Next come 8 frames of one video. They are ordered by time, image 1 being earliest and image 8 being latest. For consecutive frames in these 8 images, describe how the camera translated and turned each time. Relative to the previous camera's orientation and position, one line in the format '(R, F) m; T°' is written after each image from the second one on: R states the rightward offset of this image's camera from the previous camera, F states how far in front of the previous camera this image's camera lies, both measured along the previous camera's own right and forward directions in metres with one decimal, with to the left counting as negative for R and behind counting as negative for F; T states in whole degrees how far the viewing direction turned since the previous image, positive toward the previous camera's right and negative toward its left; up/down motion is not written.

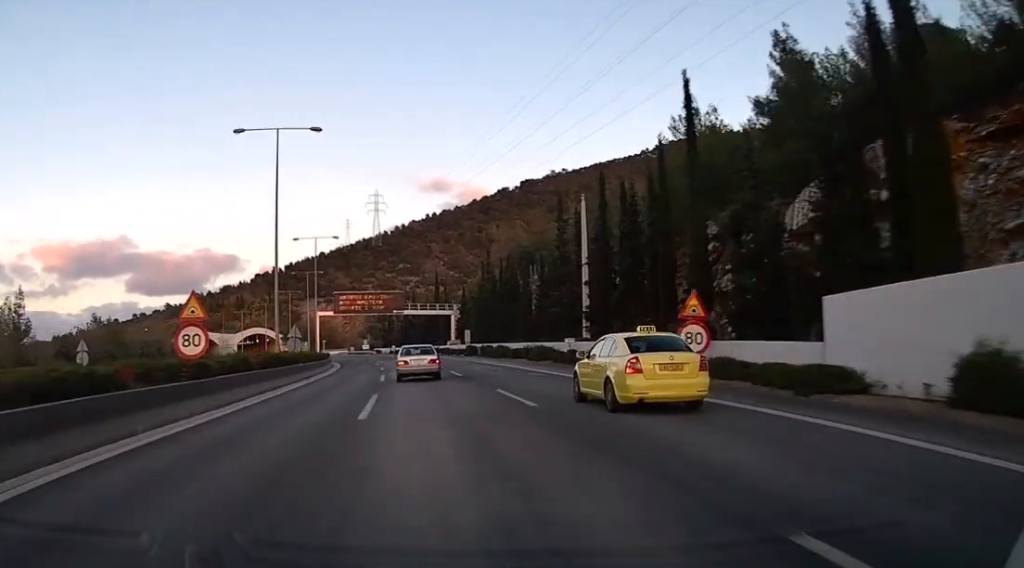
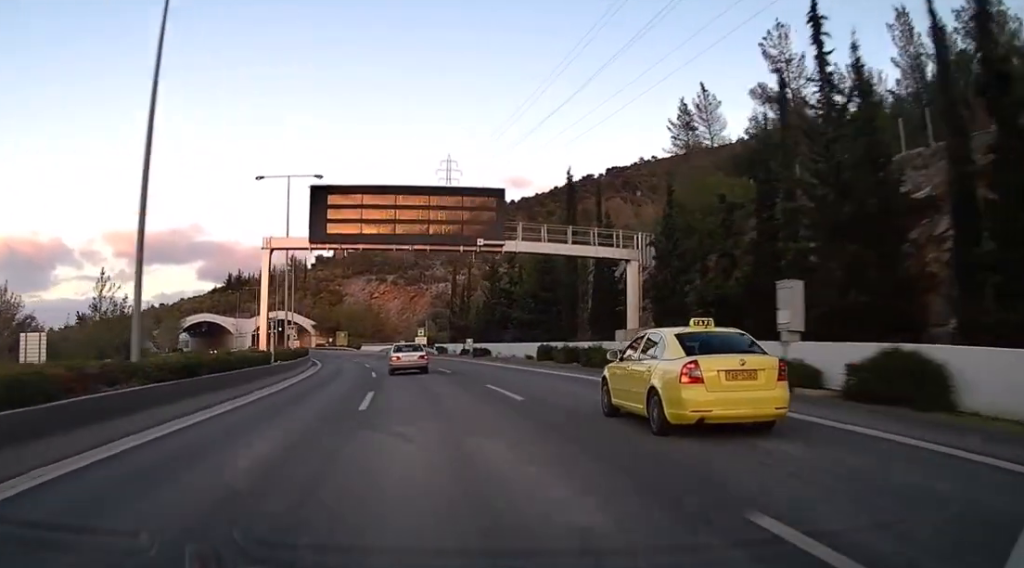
(-3.2, +76.1) m; -5°
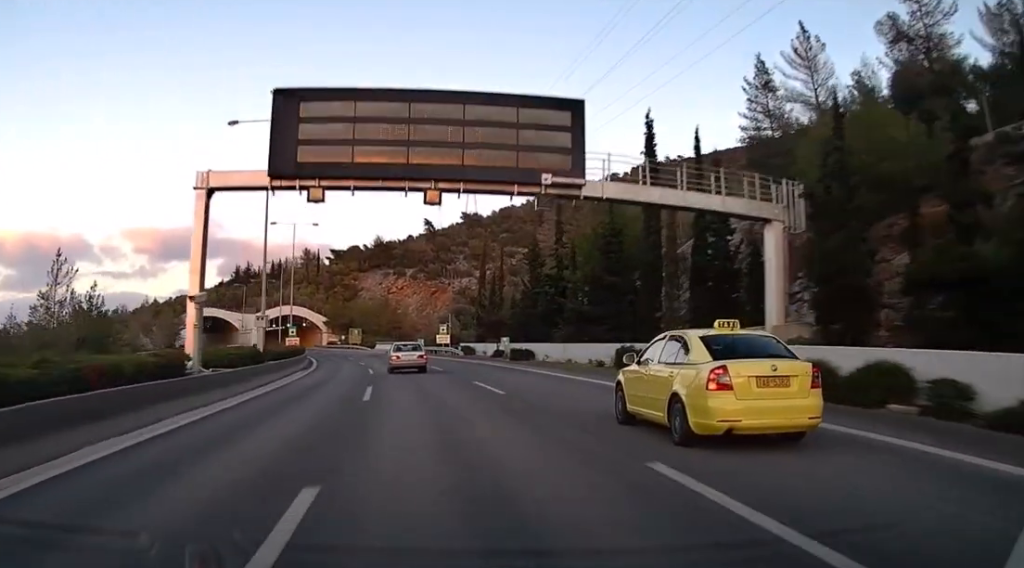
(-0.3, +16.7) m; -2°
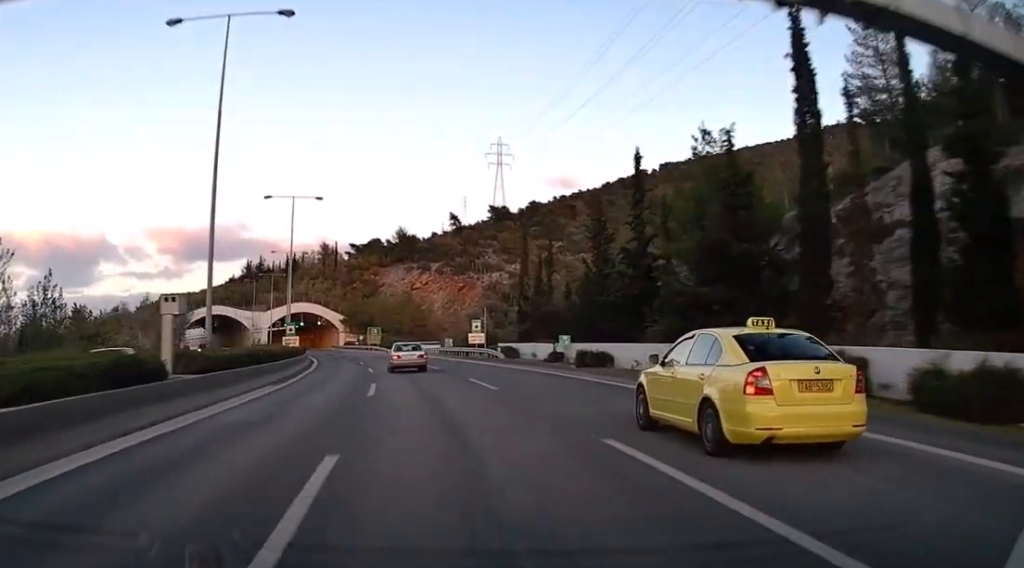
(-0.2, +16.6) m; -2°
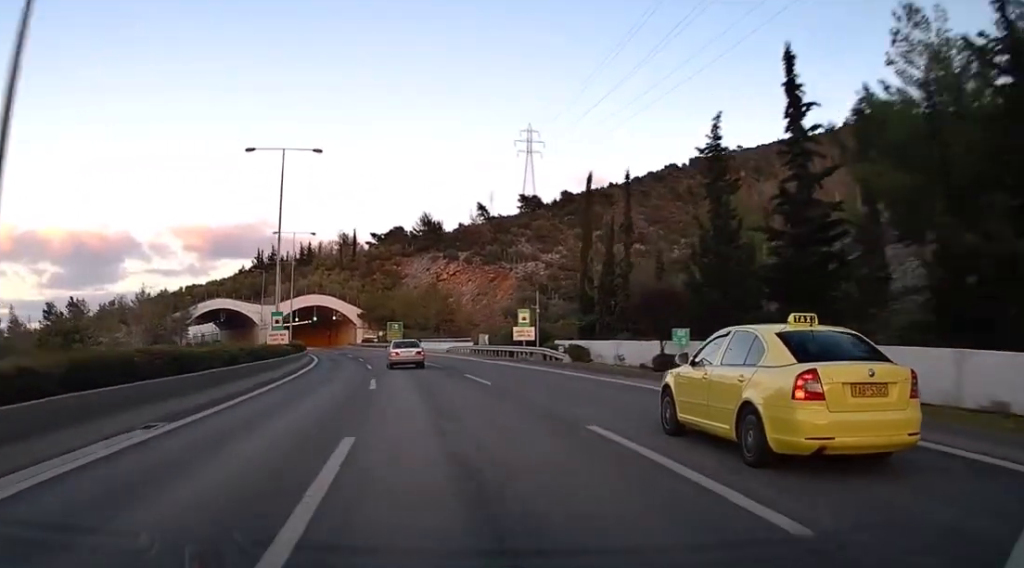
(-0.3, +16.6) m; -2°
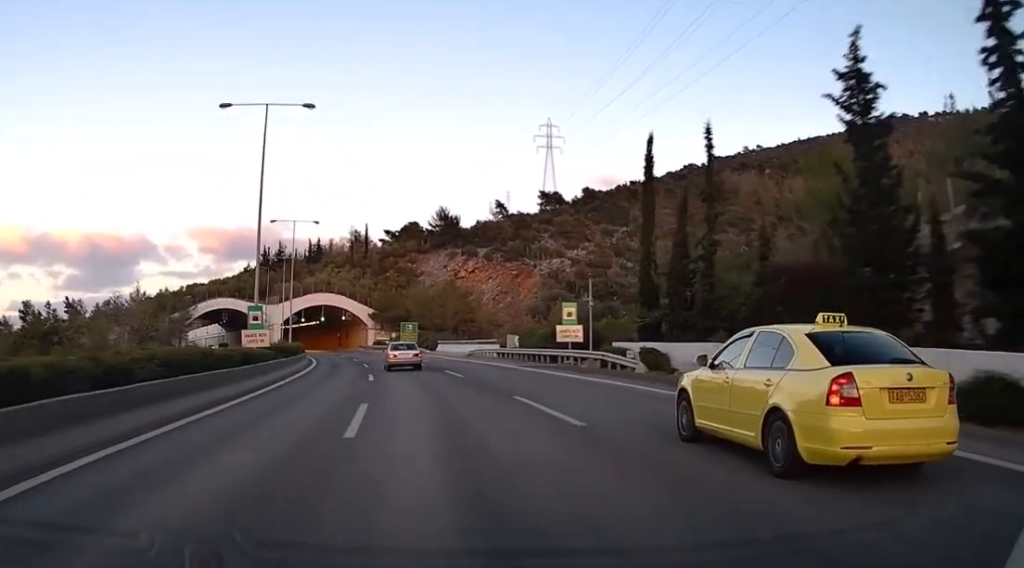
(-0.1, +11.6) m; -1°
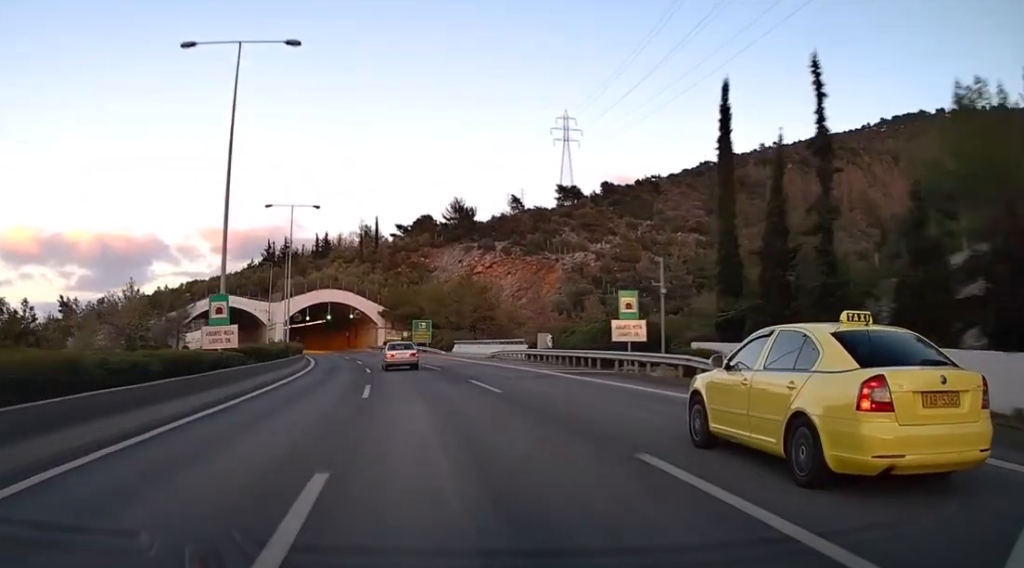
(-0.1, +9.9) m; -1°
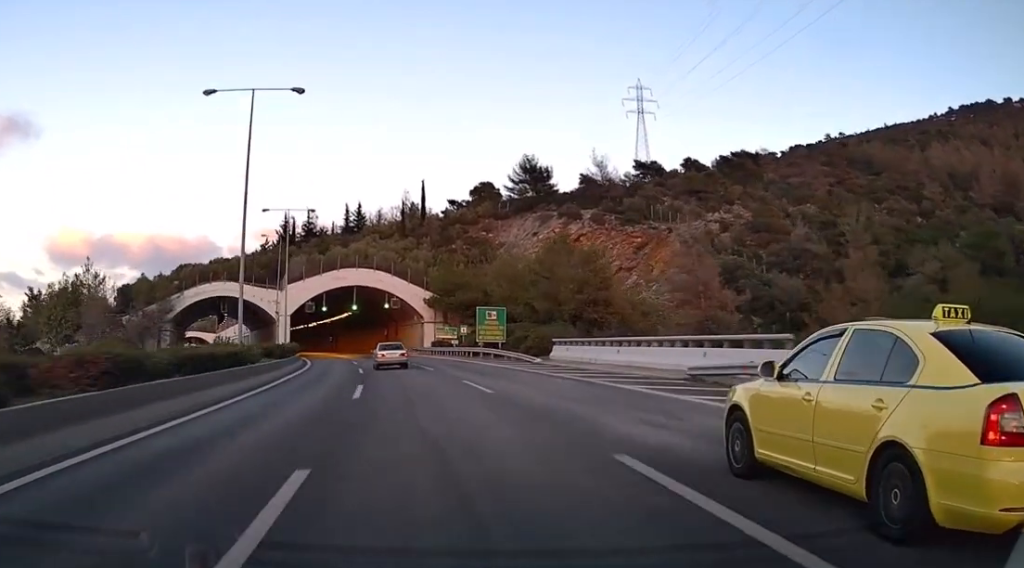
(-1.4, +37.1) m; -5°
